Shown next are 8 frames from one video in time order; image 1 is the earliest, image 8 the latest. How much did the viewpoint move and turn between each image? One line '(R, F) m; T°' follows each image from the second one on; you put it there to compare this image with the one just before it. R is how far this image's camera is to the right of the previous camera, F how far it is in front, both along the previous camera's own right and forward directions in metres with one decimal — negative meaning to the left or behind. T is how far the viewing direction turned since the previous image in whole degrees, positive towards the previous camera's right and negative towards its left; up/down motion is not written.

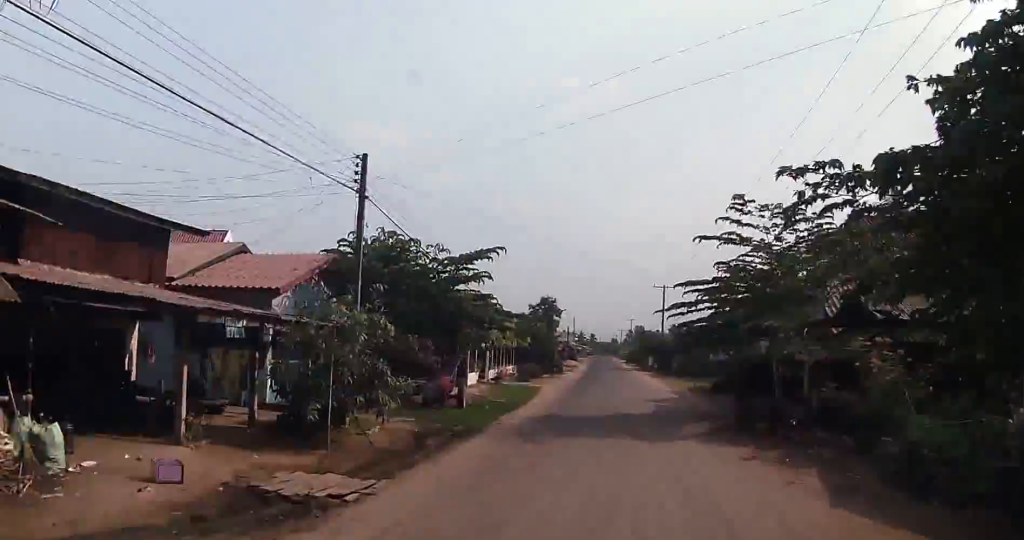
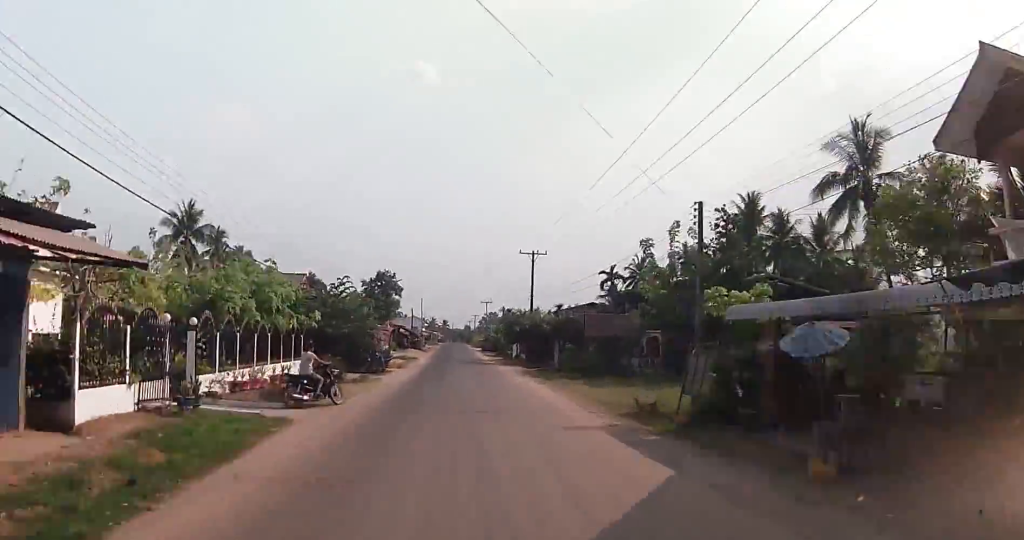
(+4.5, +22.1) m; +11°
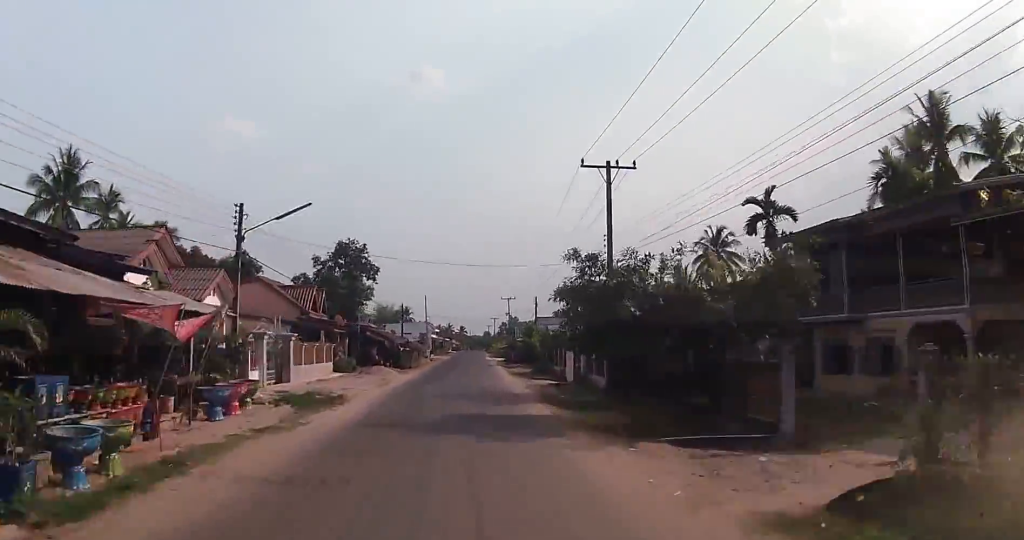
(0.0, +31.5) m; -1°
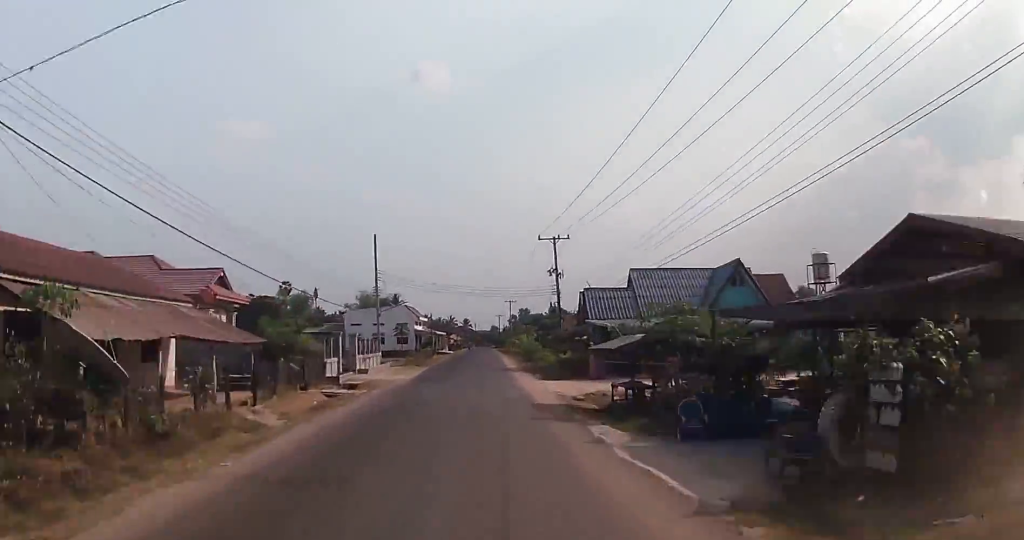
(-0.8, +61.6) m; 0°
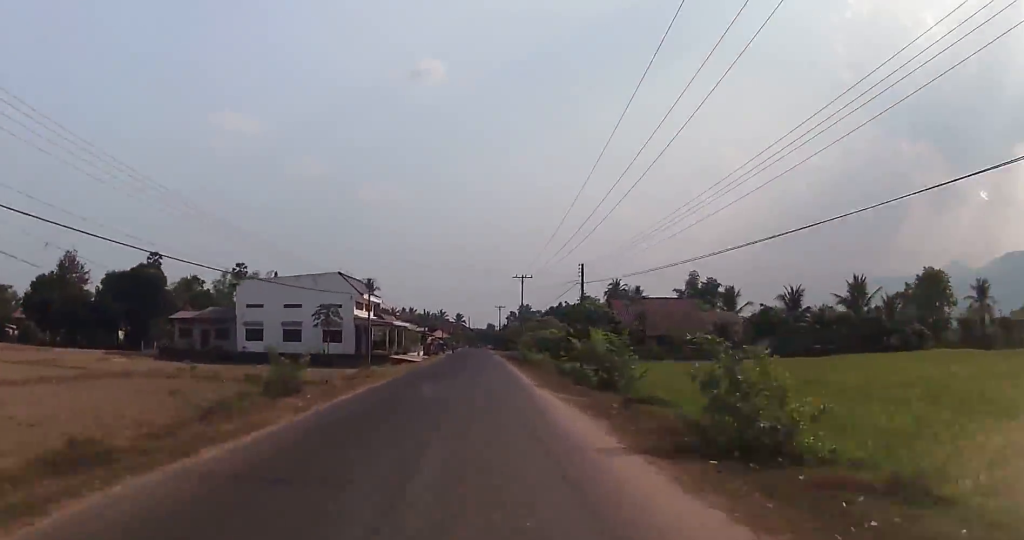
(+0.1, +50.4) m; 0°
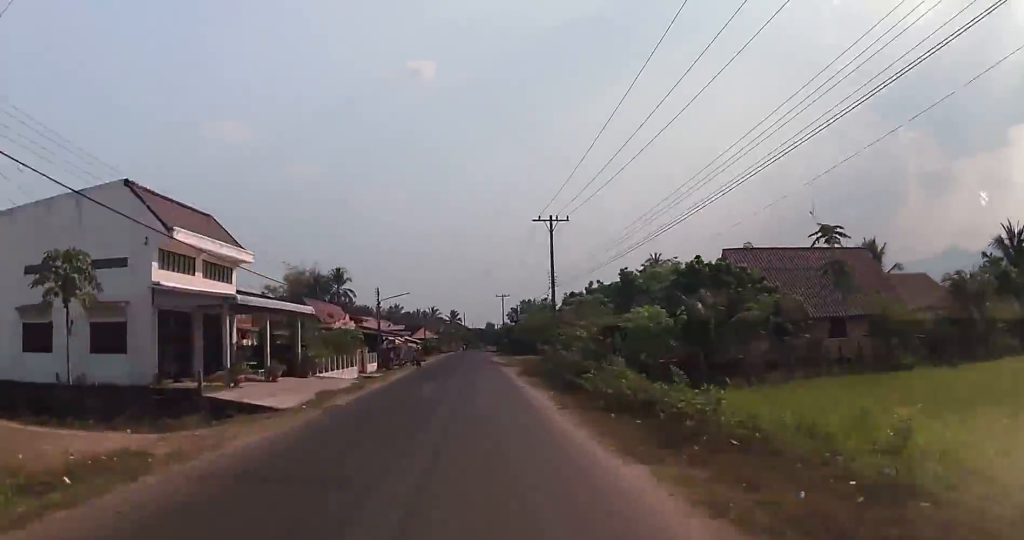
(0.0, +38.6) m; 0°
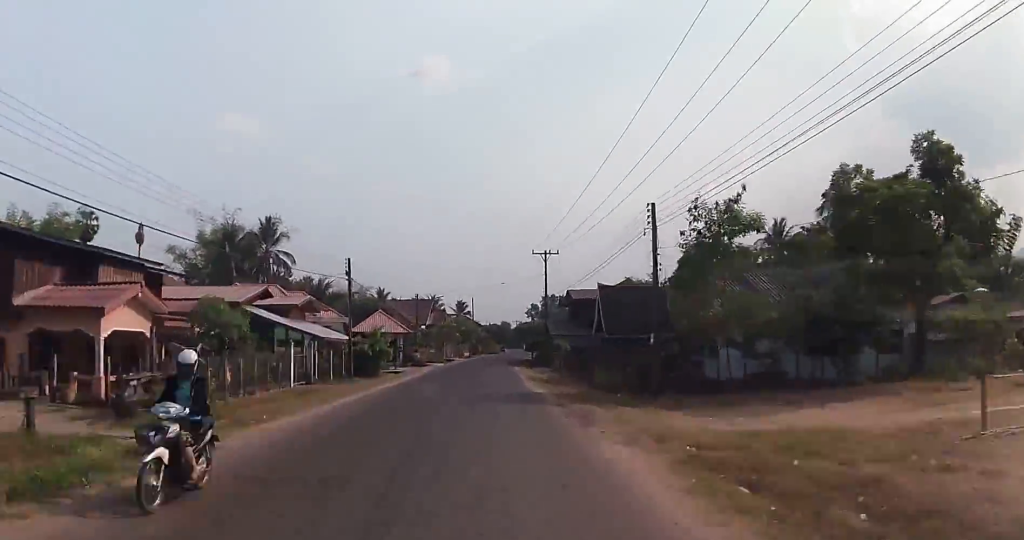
(-0.3, +62.3) m; +1°
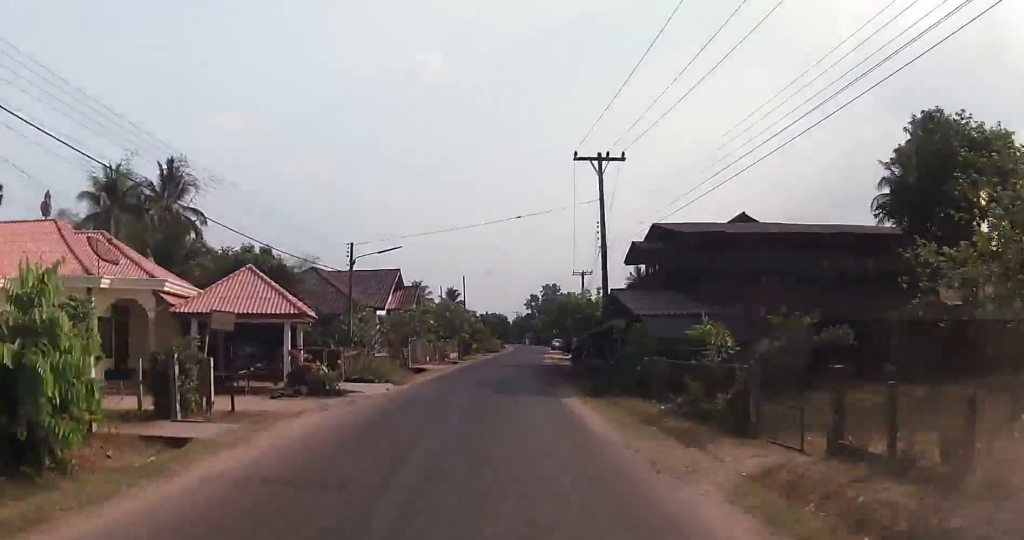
(-0.1, +31.8) m; +1°
